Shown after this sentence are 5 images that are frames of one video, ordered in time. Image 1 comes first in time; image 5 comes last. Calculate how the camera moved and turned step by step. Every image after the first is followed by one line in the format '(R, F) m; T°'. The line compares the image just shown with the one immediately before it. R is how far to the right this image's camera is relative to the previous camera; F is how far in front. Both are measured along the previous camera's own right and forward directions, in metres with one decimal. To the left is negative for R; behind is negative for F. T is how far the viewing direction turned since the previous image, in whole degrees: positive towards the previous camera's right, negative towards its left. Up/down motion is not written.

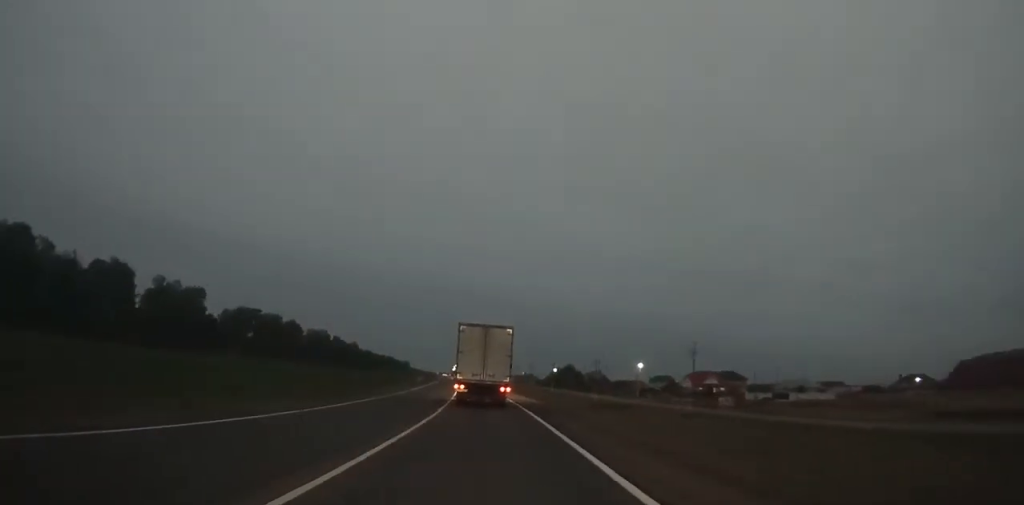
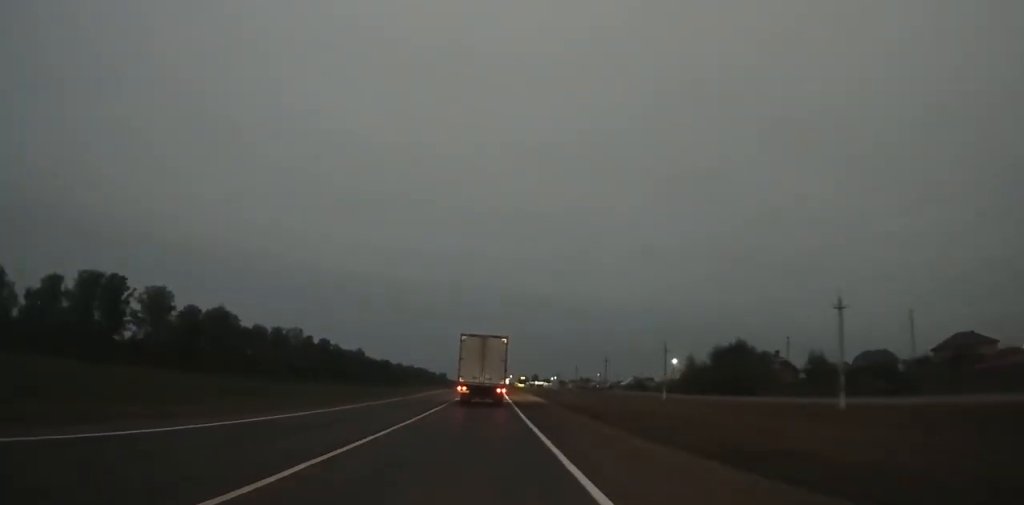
(-8.0, +119.2) m; -5°
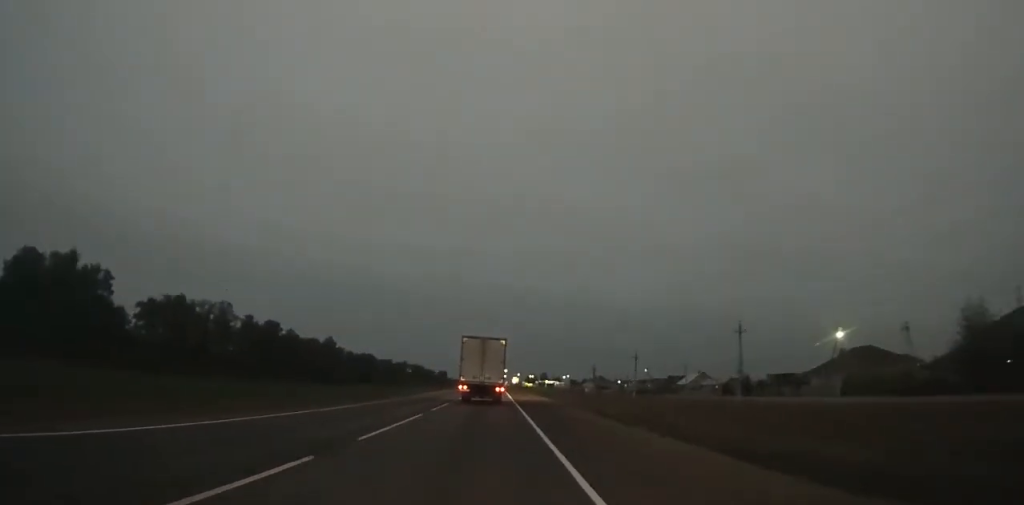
(-0.4, +69.6) m; 0°
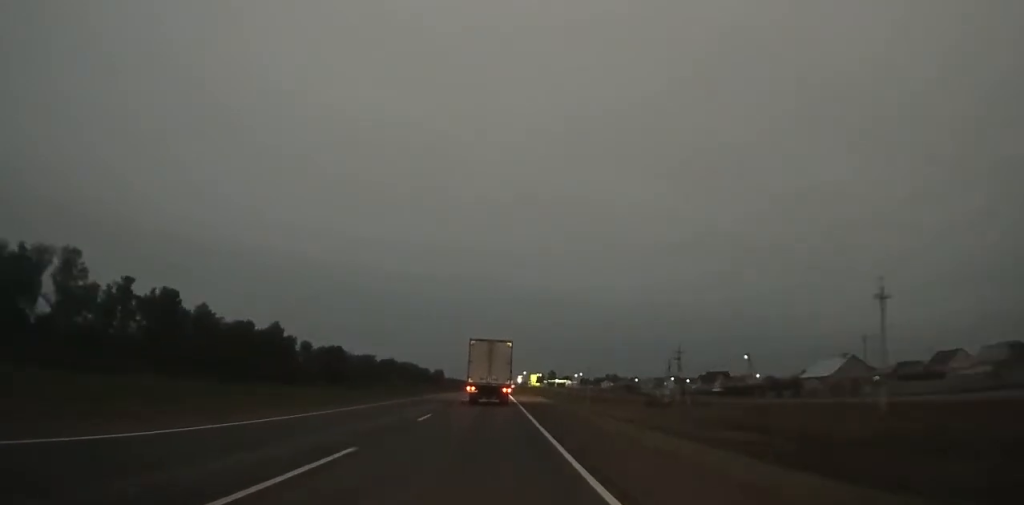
(-0.1, +70.5) m; 0°
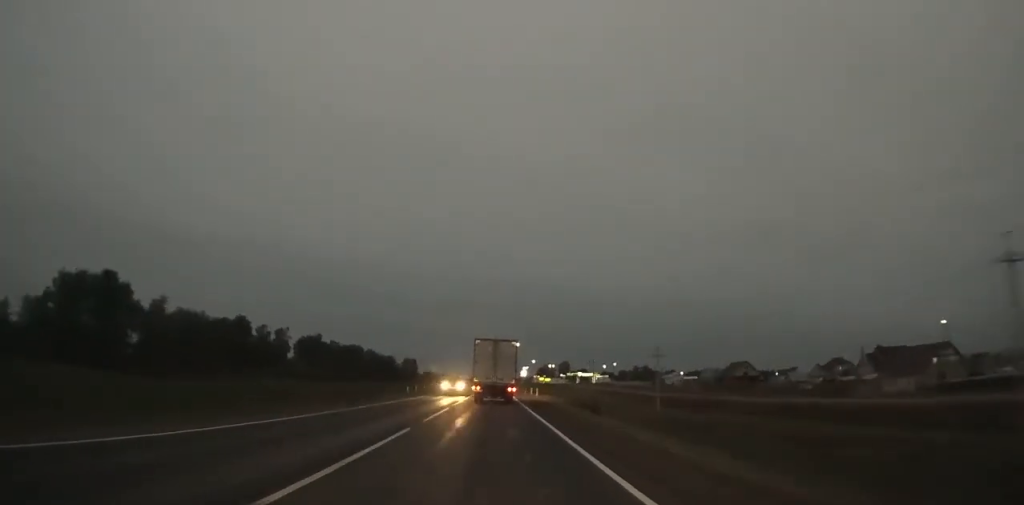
(+0.4, +162.4) m; 0°
